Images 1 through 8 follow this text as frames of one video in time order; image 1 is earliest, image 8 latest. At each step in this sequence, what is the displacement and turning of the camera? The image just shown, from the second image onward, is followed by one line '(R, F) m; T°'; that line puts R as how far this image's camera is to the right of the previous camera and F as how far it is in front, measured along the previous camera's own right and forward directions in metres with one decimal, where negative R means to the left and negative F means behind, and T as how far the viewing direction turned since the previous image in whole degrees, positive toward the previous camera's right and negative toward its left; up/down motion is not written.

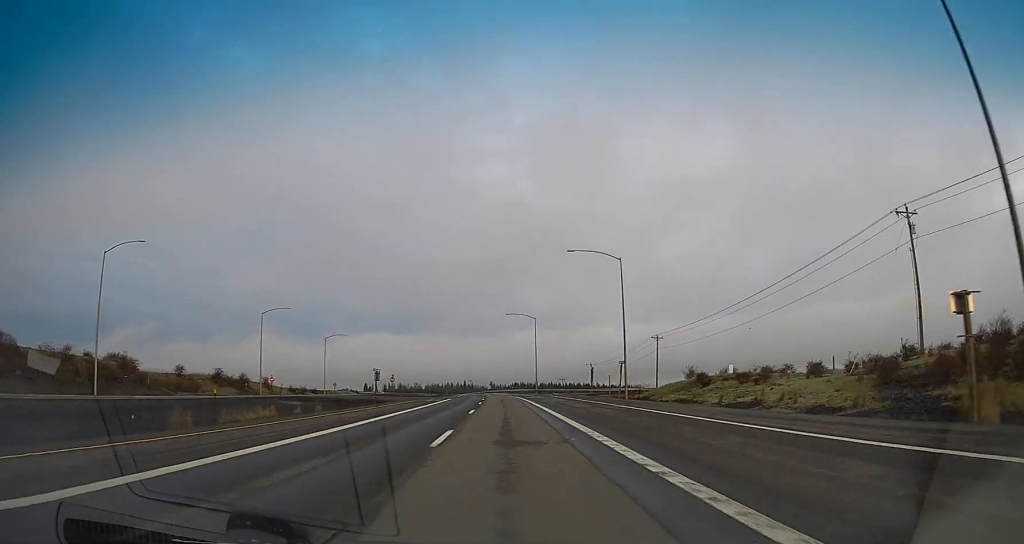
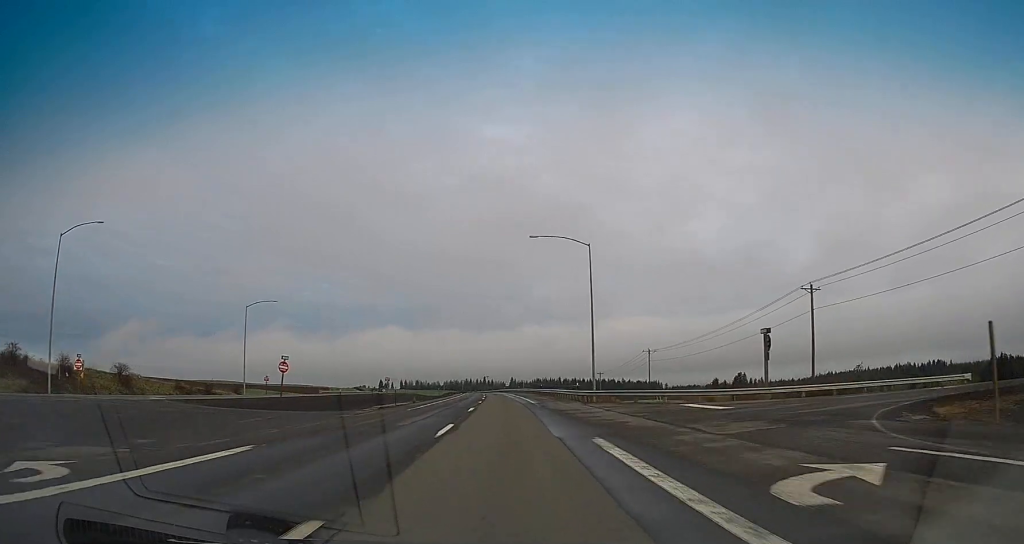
(-1.0, +58.9) m; -2°
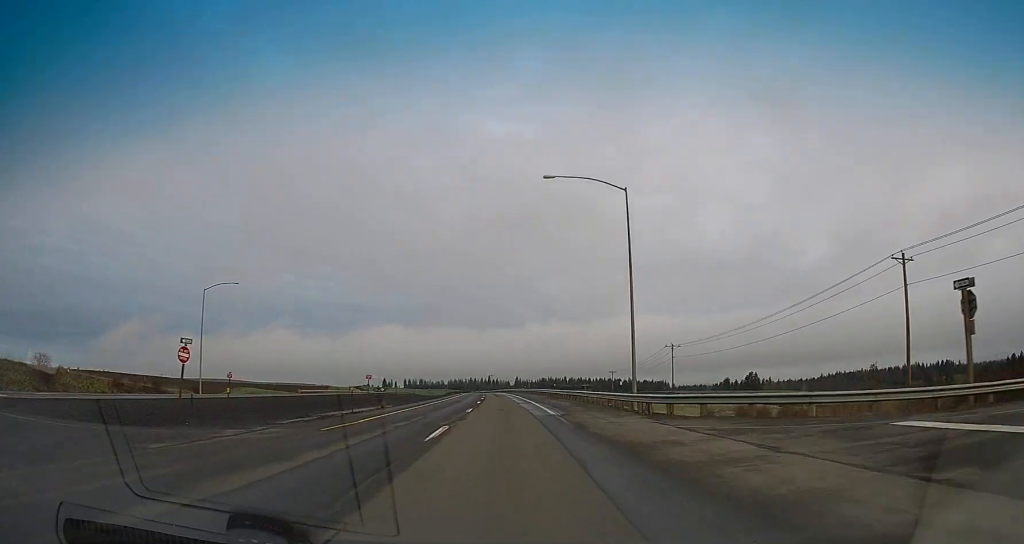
(0.0, +16.7) m; -1°
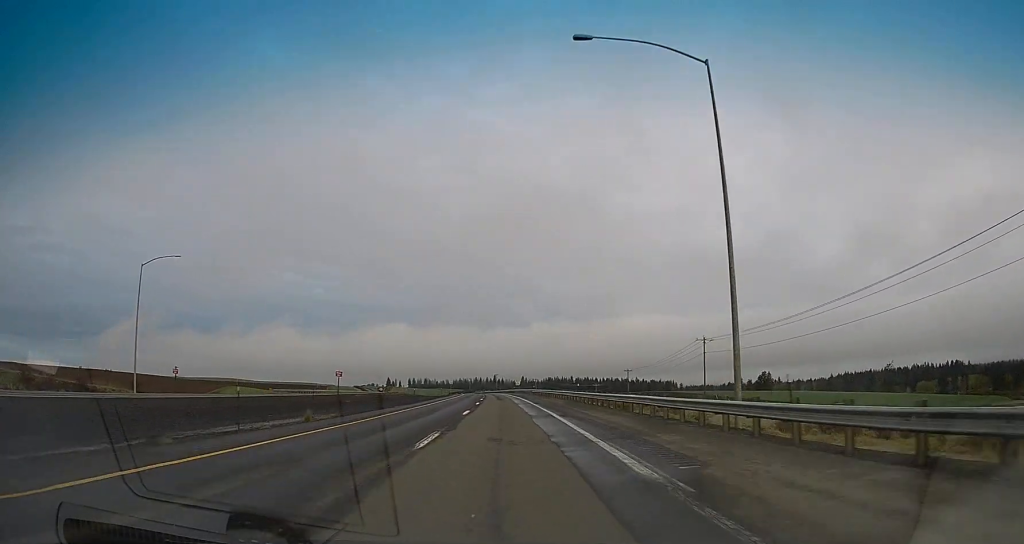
(-0.2, +17.7) m; 0°
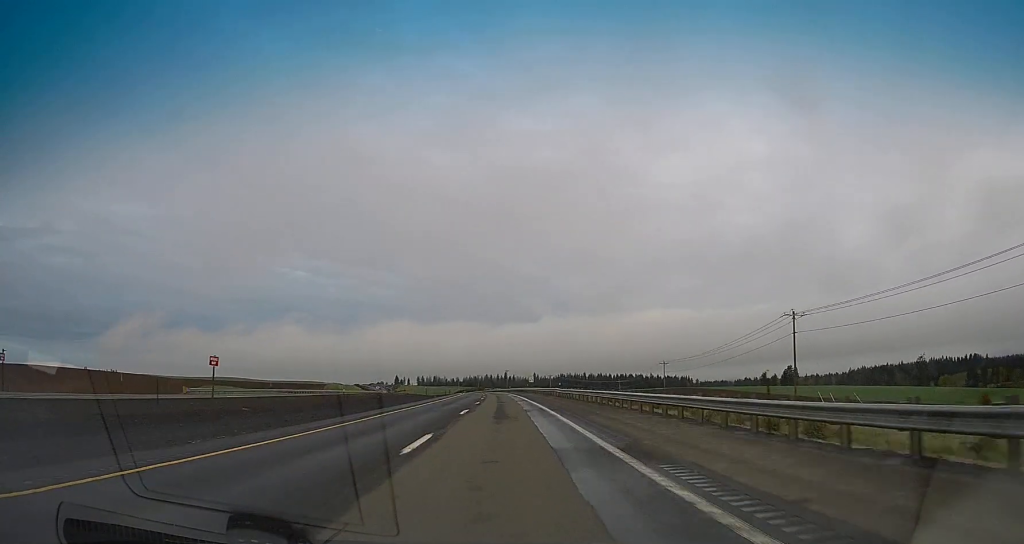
(-0.1, +32.4) m; -1°
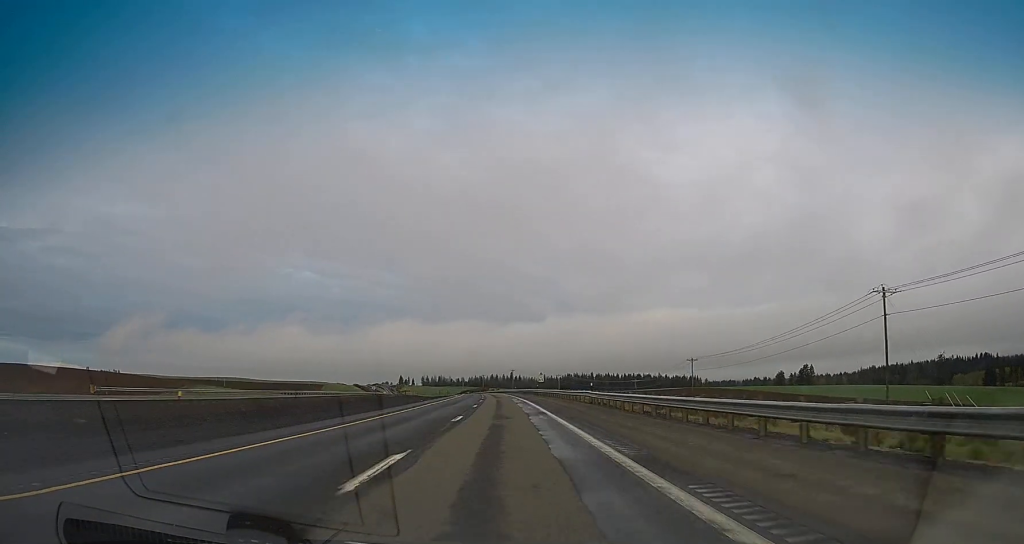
(0.0, +19.7) m; -1°
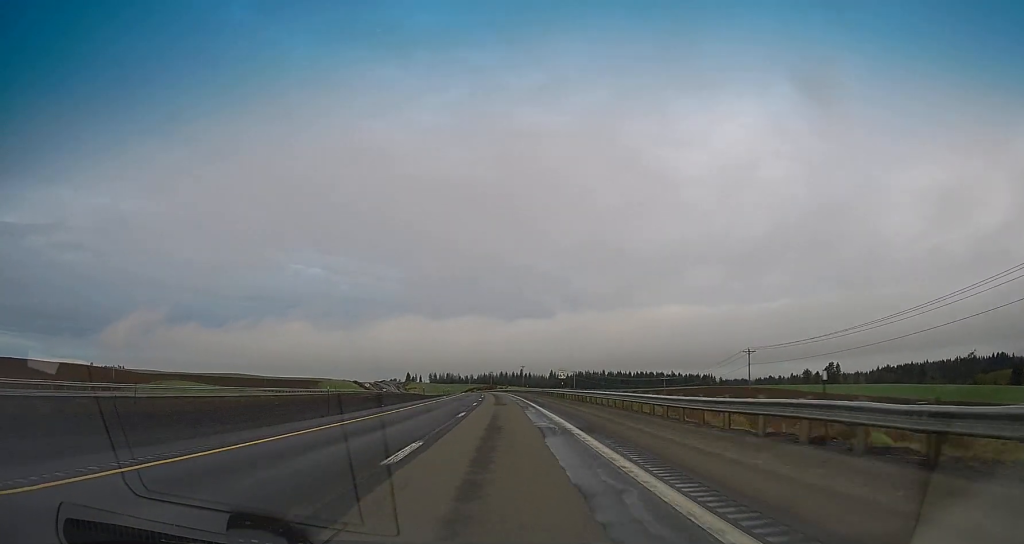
(-0.3, +28.7) m; -1°
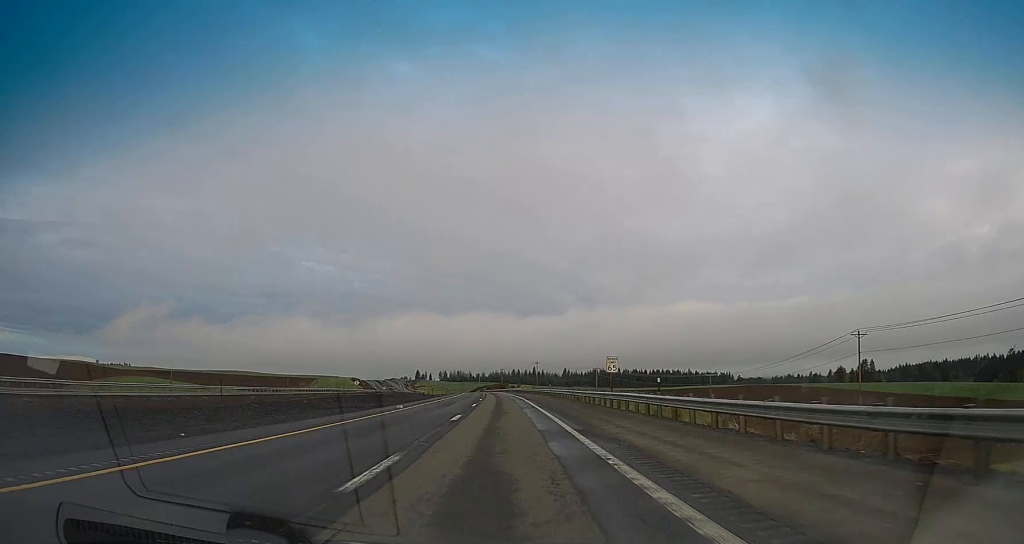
(-0.5, +33.6) m; -1°
